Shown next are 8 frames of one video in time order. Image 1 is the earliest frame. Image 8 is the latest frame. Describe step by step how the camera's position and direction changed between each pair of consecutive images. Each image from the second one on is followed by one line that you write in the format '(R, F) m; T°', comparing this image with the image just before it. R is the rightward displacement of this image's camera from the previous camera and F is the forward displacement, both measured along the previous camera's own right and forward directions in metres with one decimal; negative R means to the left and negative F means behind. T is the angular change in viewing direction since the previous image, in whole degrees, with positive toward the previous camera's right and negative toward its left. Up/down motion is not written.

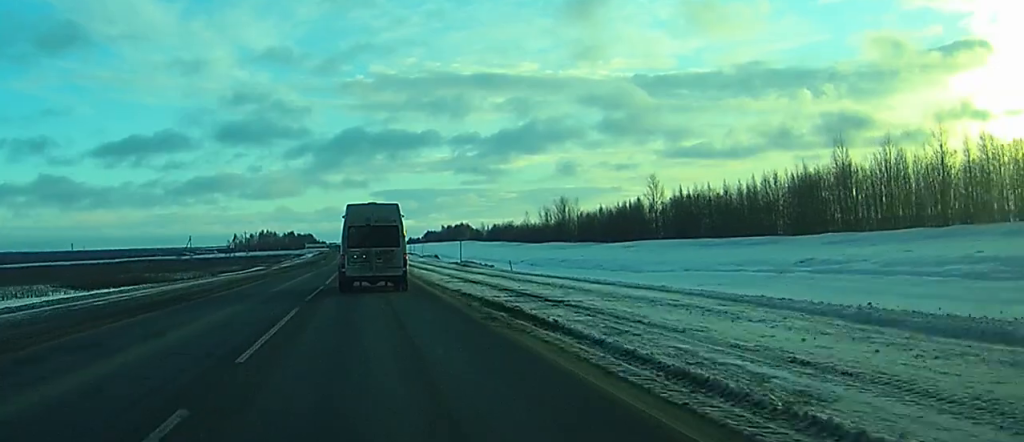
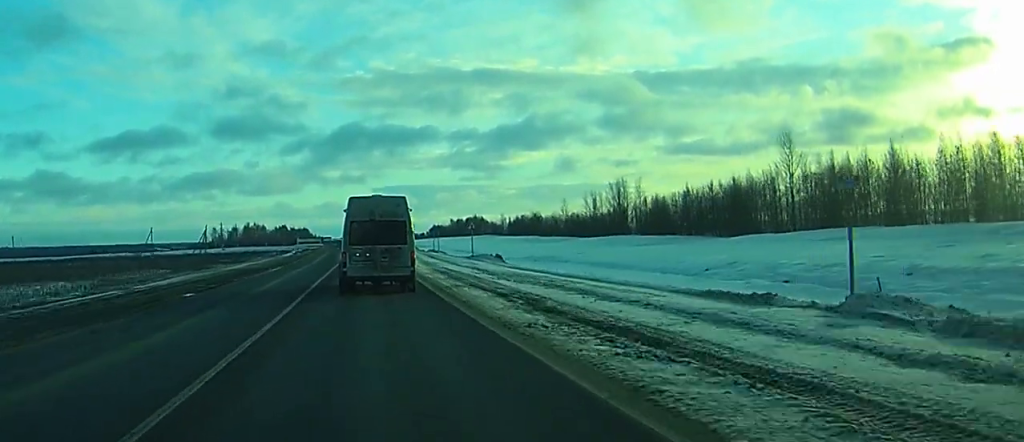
(+1.2, +60.4) m; 0°
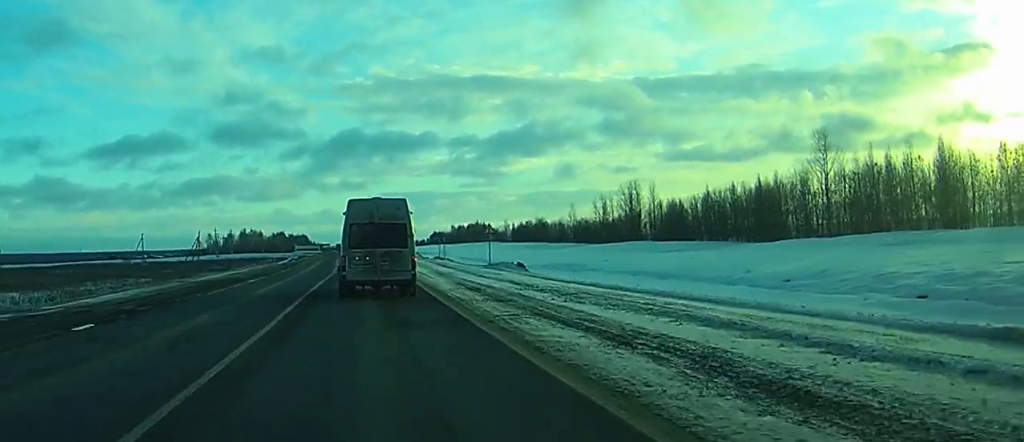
(+0.1, +10.2) m; -1°
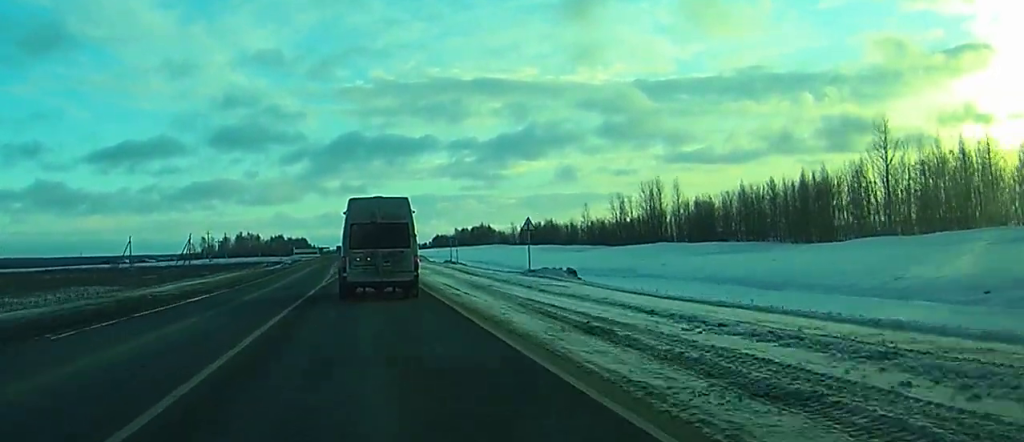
(-0.7, +14.3) m; -1°
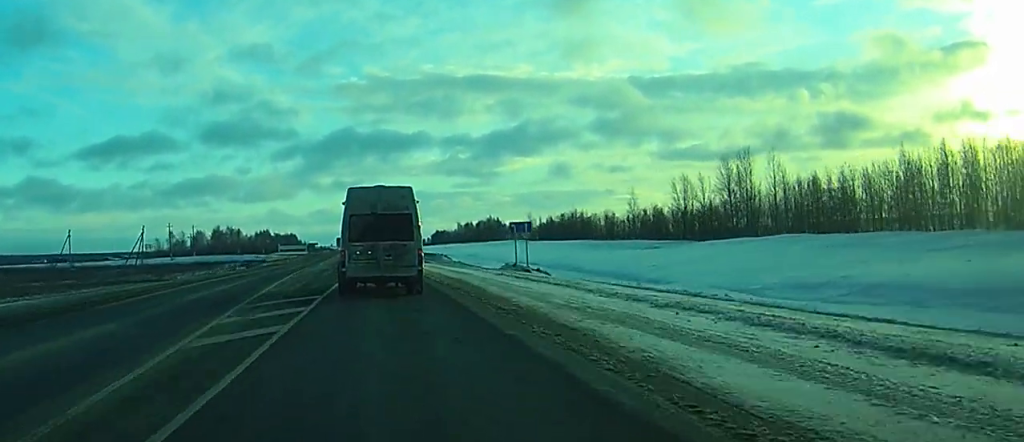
(+0.8, +45.8) m; +2°
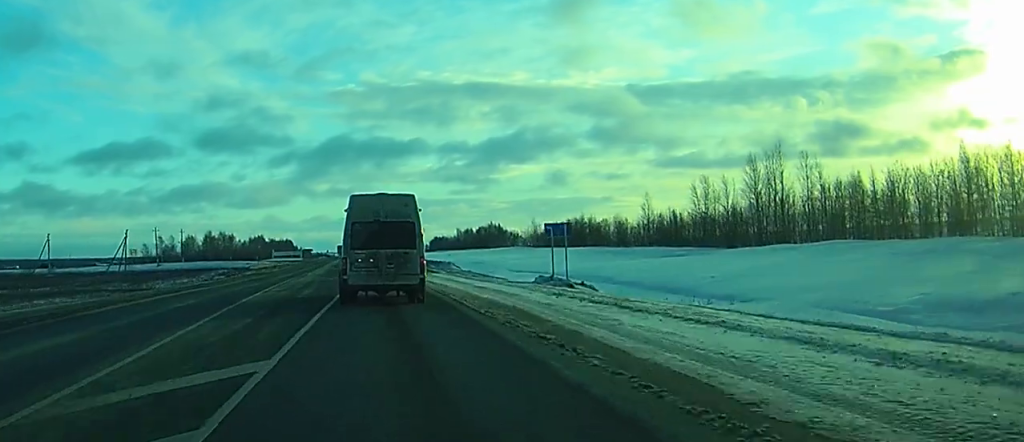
(0.0, +11.5) m; 0°
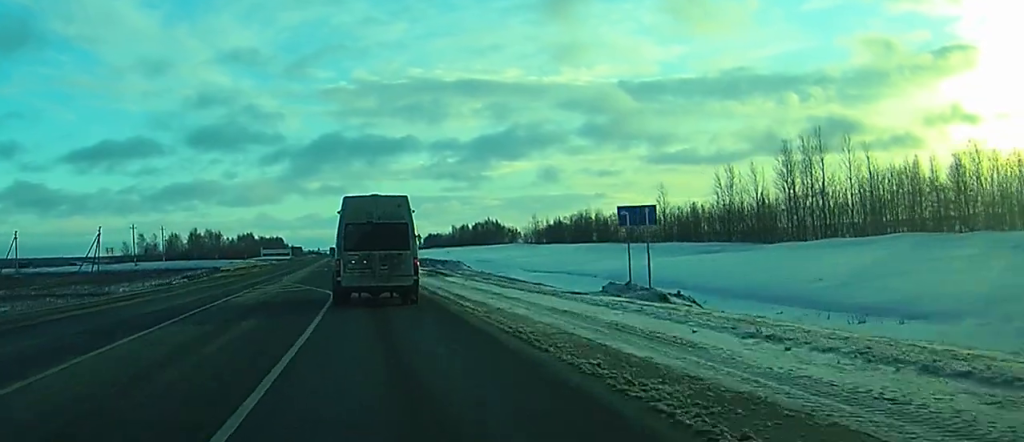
(0.0, +13.9) m; 0°
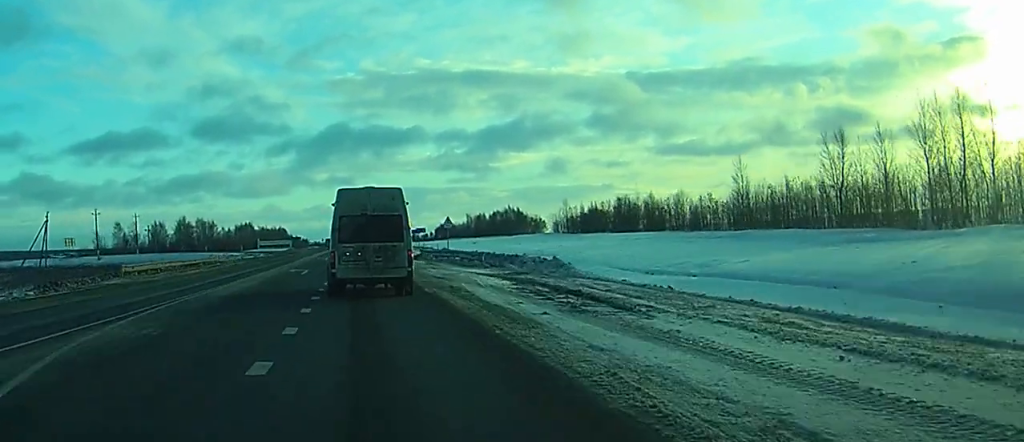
(+0.1, +32.5) m; 0°
